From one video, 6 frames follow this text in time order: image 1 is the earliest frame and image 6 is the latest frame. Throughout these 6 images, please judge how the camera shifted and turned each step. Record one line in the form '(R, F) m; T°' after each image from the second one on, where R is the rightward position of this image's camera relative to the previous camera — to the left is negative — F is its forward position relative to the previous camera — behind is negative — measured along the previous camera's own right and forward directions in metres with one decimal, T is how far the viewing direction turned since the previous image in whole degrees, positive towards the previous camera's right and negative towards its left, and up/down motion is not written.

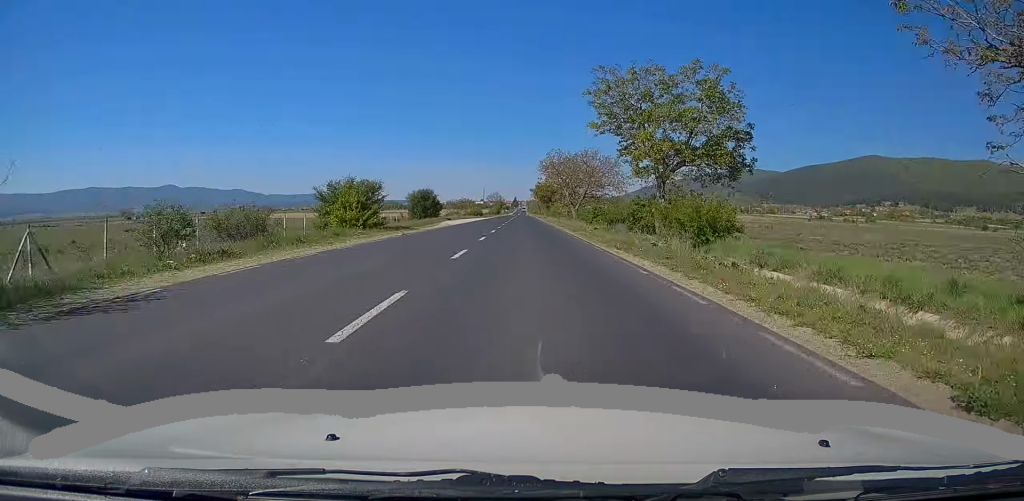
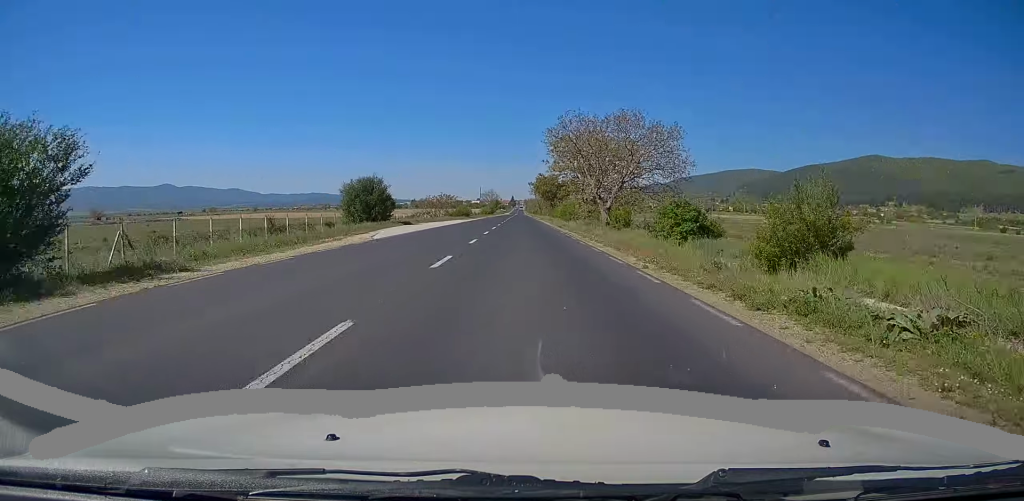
(+0.2, +29.0) m; 0°
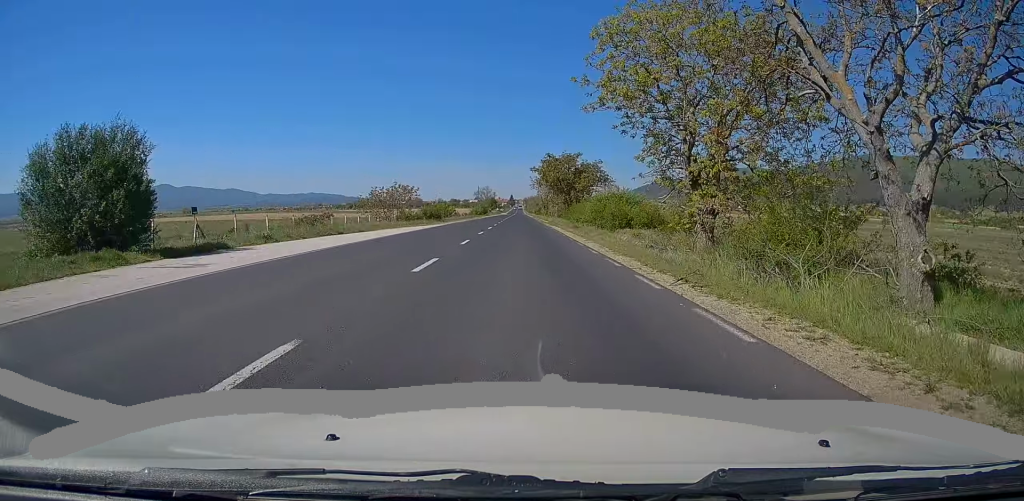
(-0.1, +36.2) m; 0°
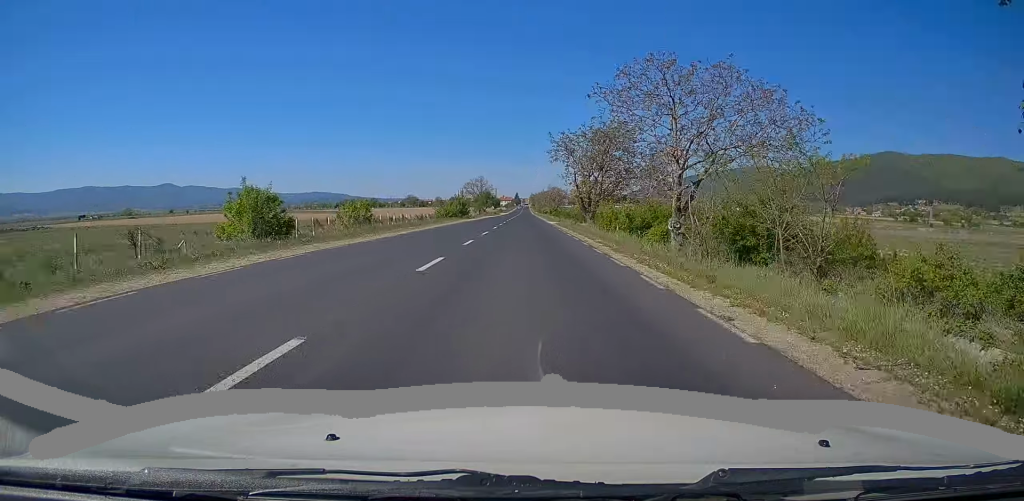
(-0.3, +70.7) m; 0°
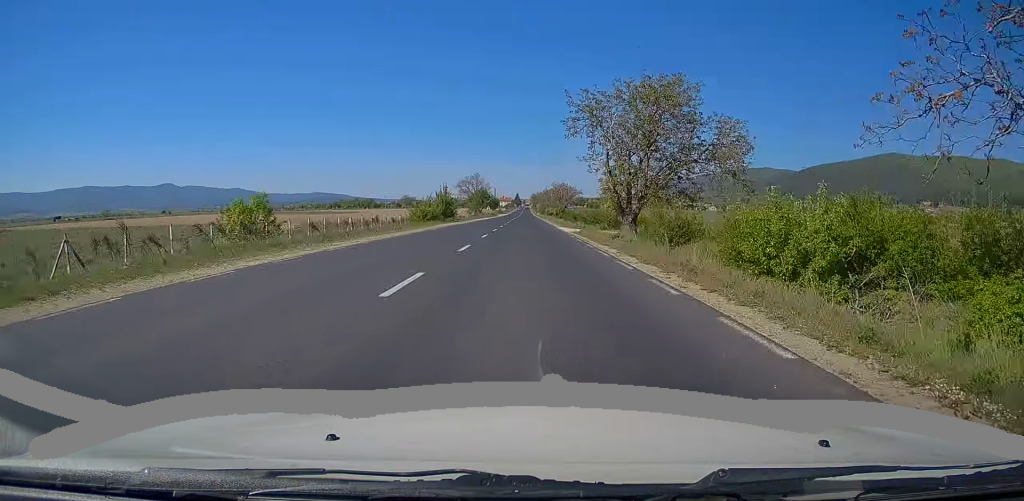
(+0.1, +20.2) m; 0°
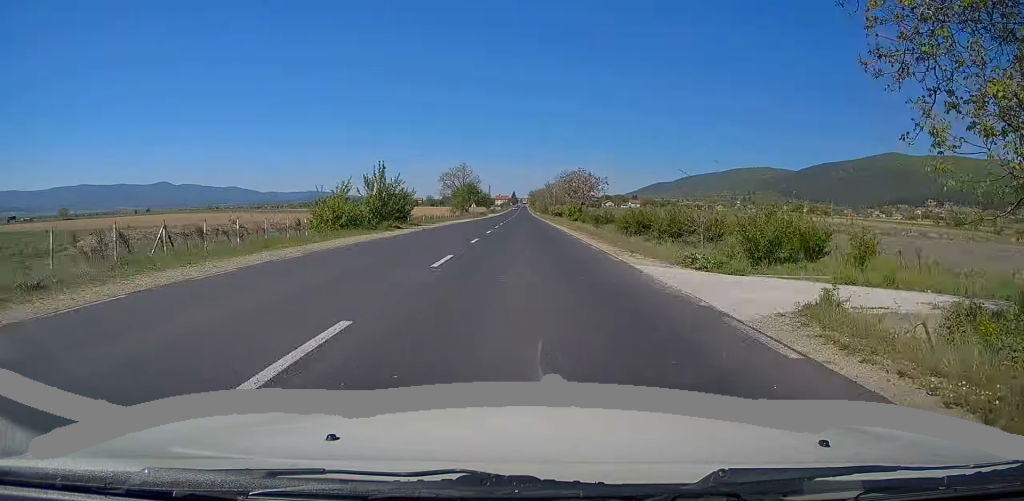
(+0.1, +31.4) m; 0°
